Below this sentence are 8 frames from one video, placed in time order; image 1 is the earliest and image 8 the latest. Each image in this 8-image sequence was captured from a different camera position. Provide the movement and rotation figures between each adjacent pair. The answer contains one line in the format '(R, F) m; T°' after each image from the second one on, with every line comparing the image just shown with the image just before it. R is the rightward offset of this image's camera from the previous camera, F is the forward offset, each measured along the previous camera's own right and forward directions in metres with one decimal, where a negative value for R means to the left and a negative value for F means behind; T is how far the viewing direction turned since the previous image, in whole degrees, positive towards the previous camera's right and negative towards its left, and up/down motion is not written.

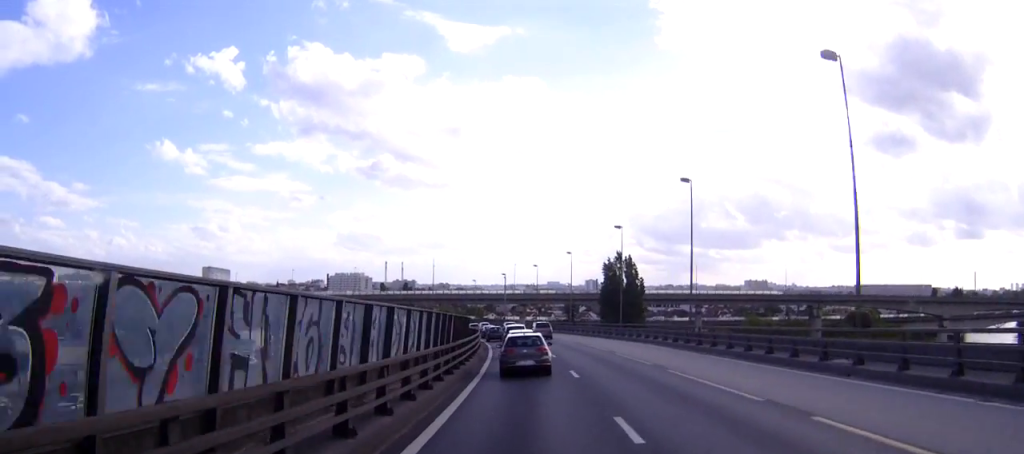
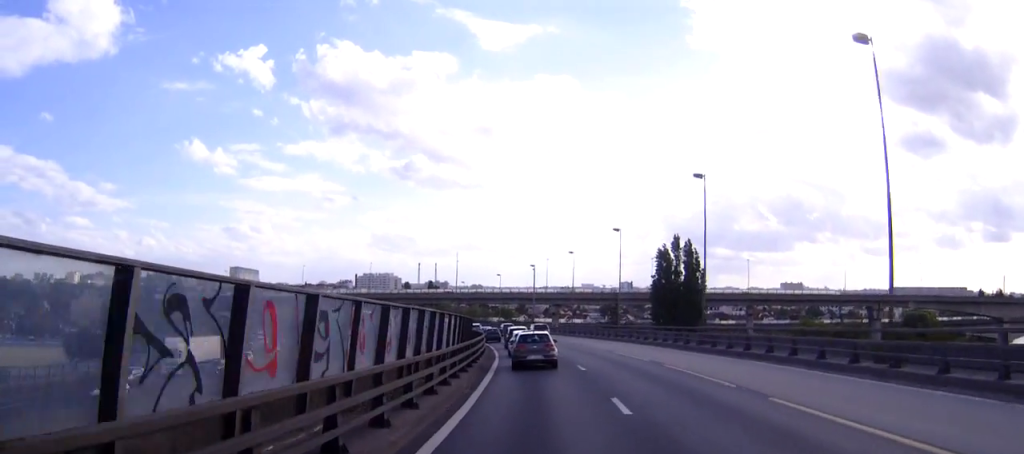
(-0.4, +22.7) m; -2°
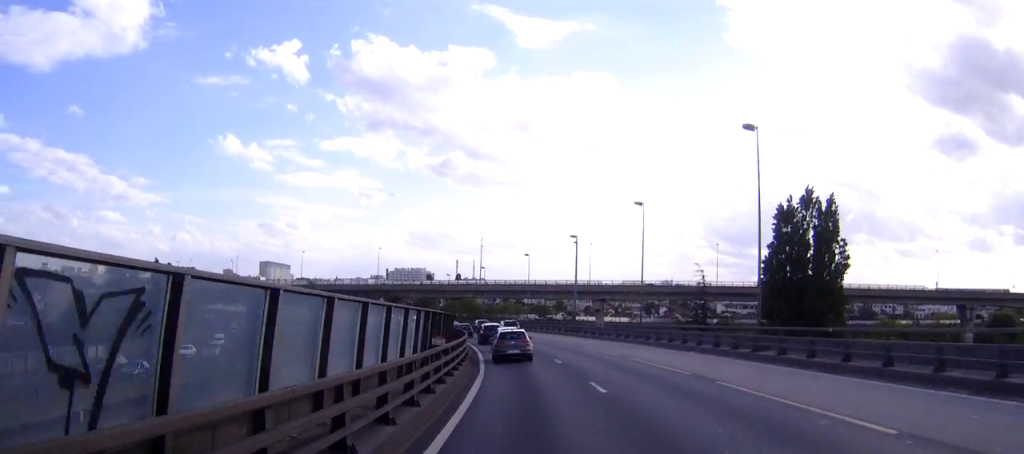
(-1.2, +34.8) m; -4°
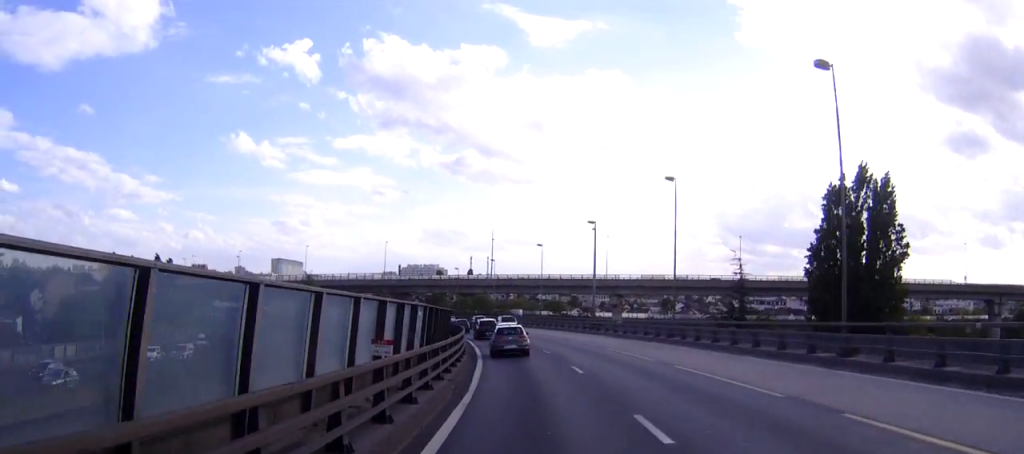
(0.0, +8.1) m; -1°
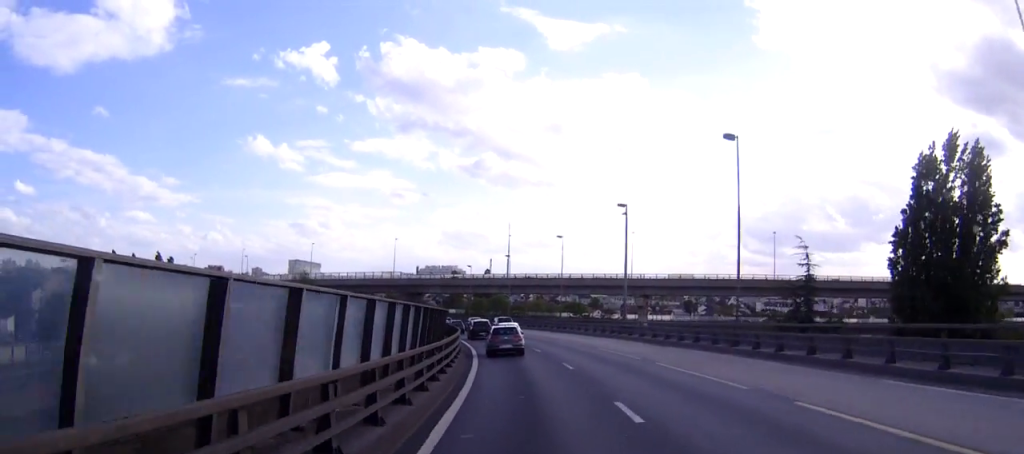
(-0.2, +11.0) m; -2°
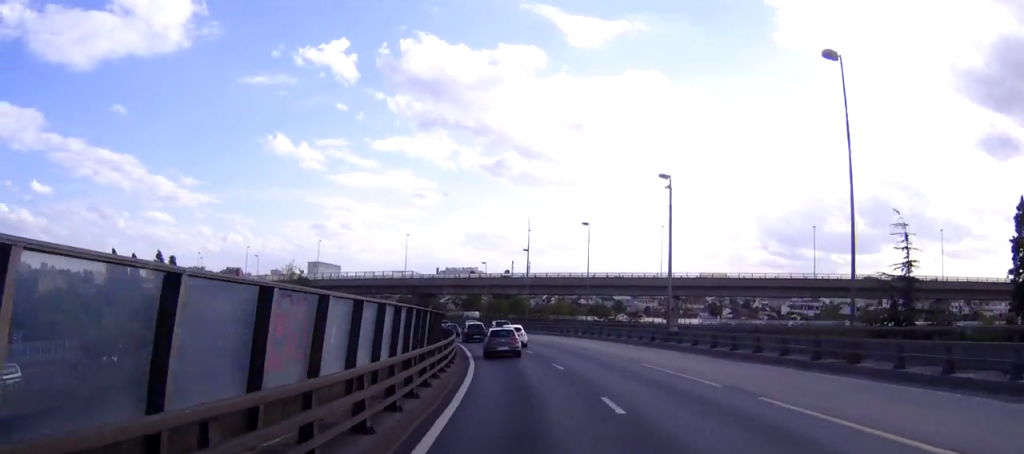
(-0.1, +11.1) m; -2°
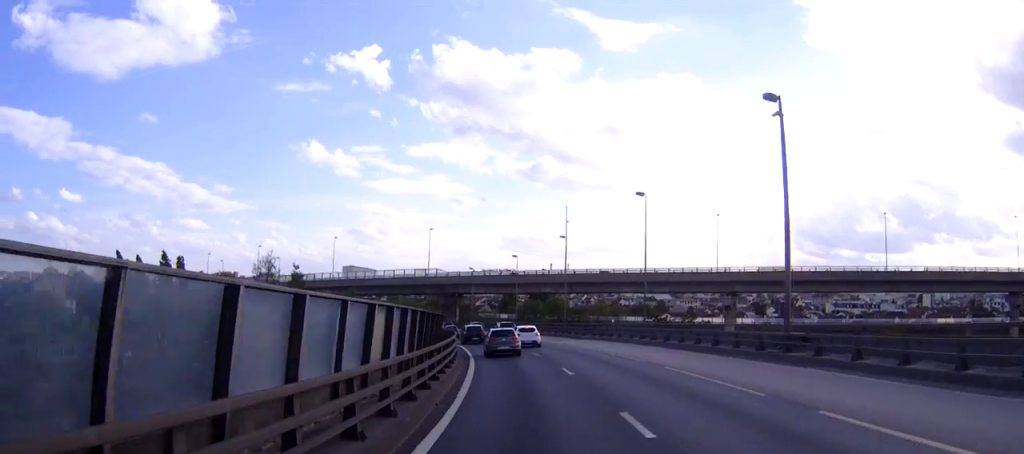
(-0.4, +16.3) m; -3°
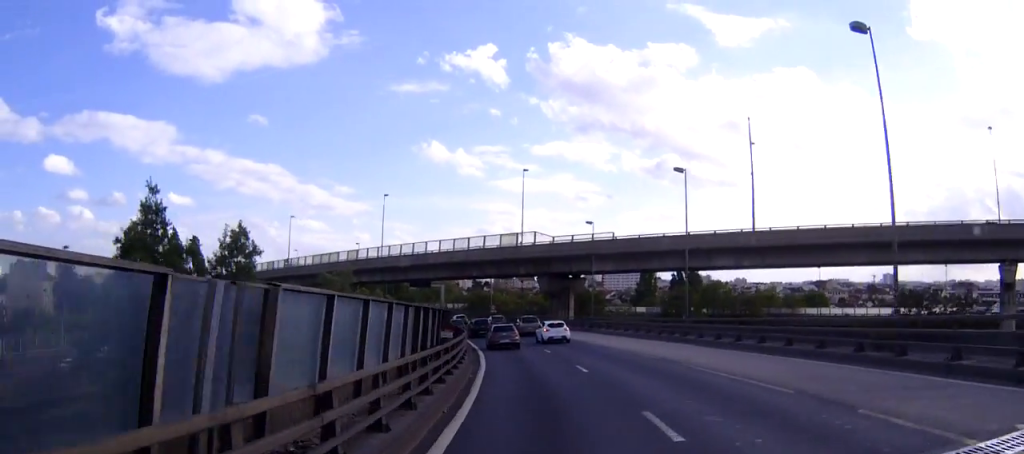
(-4.0, +52.7) m; -9°
